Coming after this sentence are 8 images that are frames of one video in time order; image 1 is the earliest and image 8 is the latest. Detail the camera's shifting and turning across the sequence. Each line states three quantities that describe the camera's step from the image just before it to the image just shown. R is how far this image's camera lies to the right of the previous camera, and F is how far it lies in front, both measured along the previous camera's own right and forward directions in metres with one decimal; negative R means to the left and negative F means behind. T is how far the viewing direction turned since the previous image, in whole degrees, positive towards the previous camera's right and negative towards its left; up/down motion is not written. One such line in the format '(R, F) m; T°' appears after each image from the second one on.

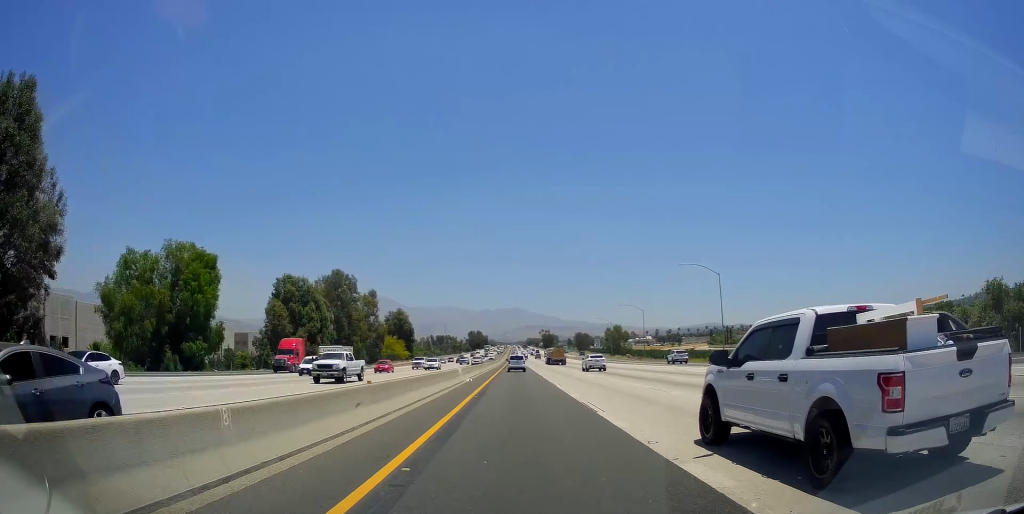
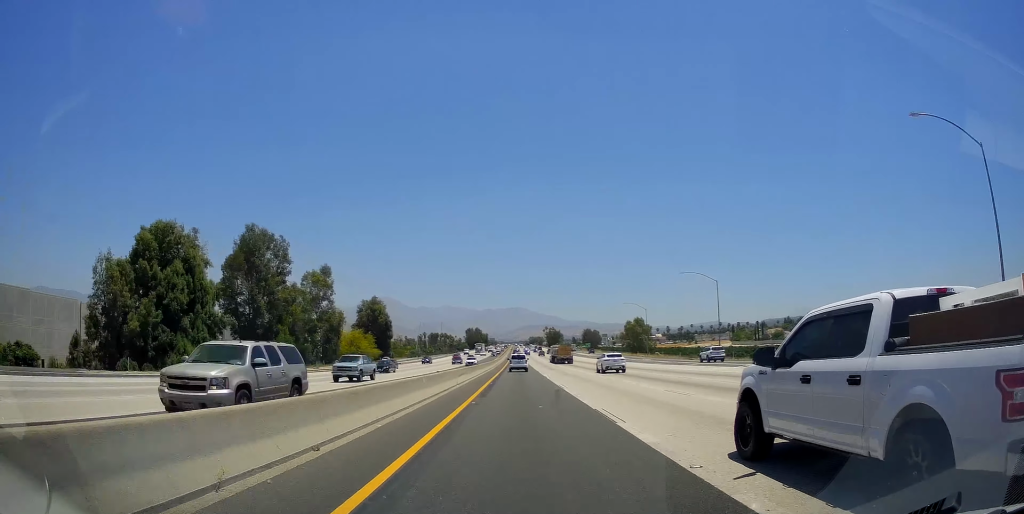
(0.0, +44.4) m; 0°
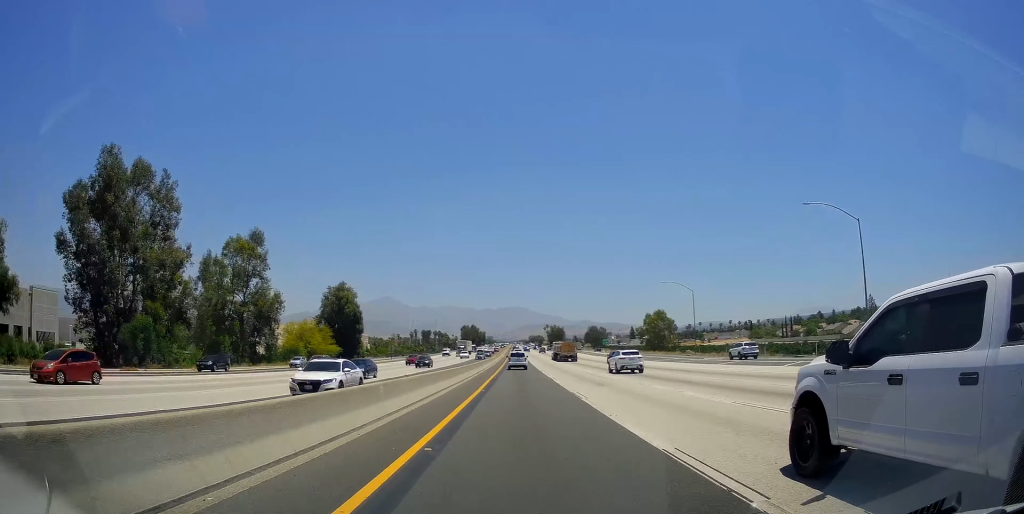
(0.0, +36.7) m; 0°
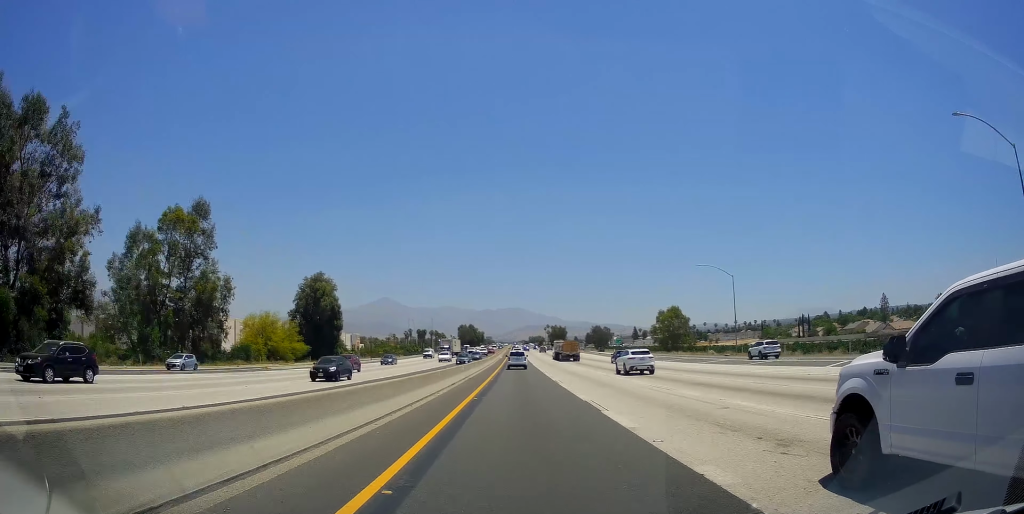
(0.0, +17.8) m; 0°
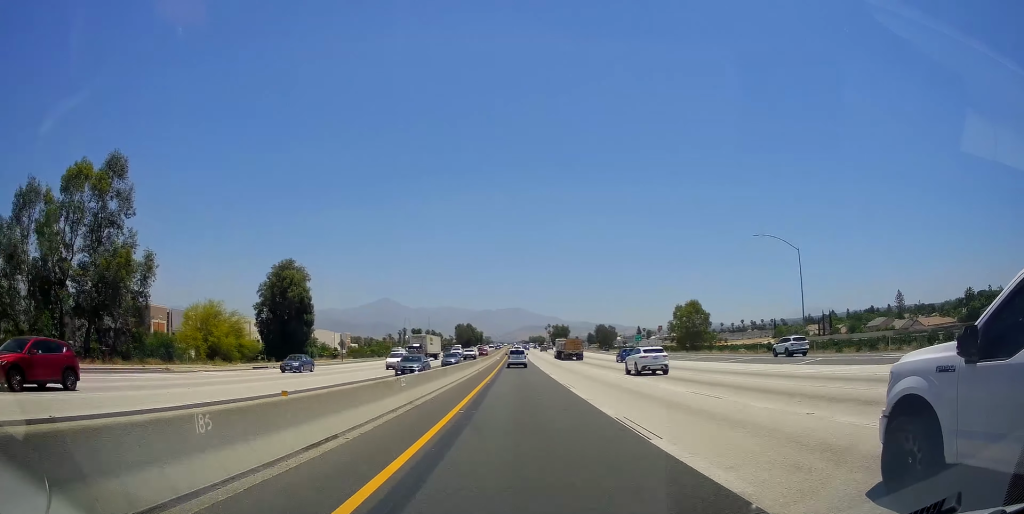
(0.0, +21.9) m; 0°
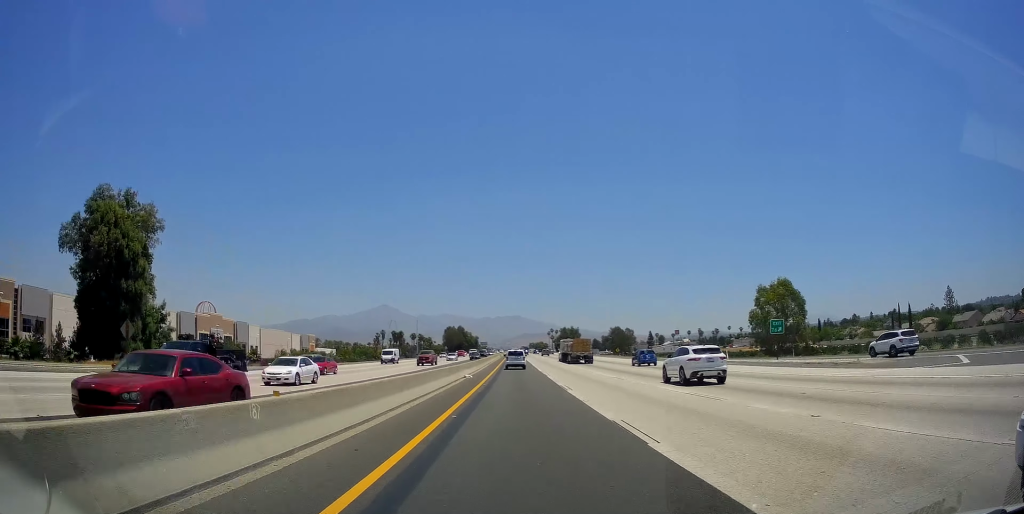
(0.0, +59.1) m; 0°
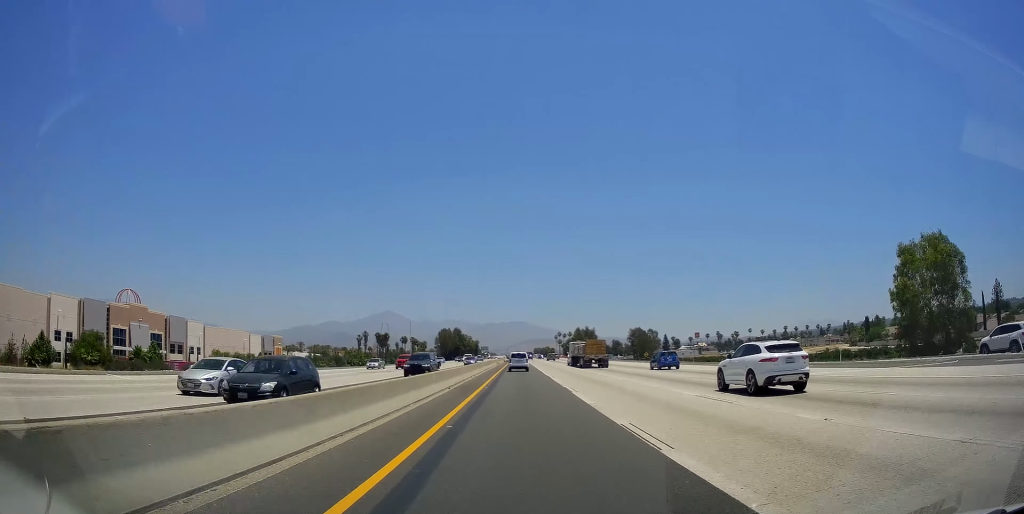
(0.0, +43.8) m; 0°
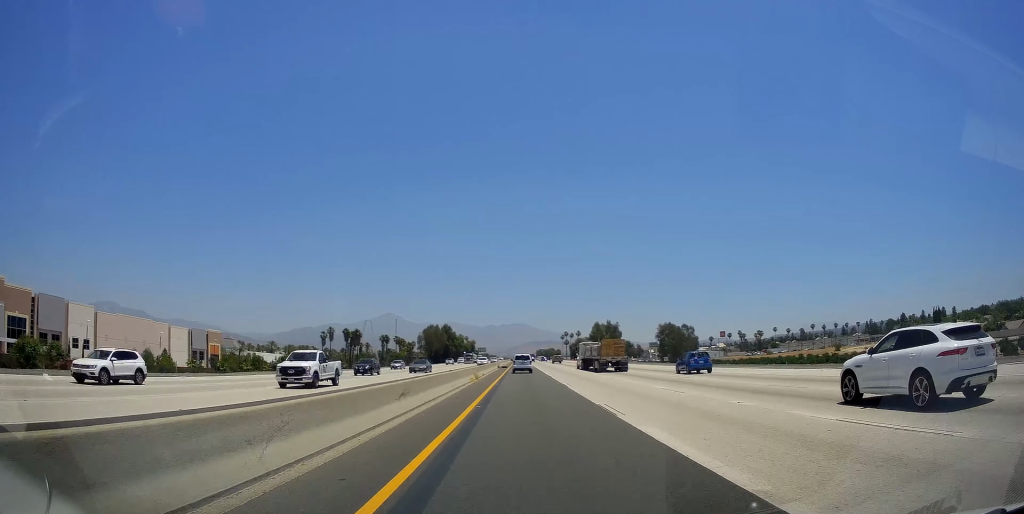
(0.0, +52.9) m; 0°
